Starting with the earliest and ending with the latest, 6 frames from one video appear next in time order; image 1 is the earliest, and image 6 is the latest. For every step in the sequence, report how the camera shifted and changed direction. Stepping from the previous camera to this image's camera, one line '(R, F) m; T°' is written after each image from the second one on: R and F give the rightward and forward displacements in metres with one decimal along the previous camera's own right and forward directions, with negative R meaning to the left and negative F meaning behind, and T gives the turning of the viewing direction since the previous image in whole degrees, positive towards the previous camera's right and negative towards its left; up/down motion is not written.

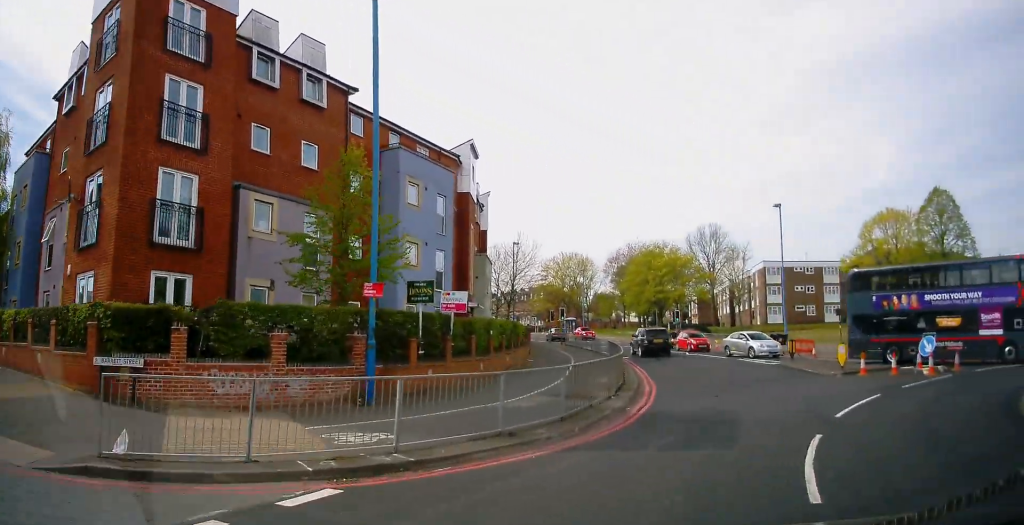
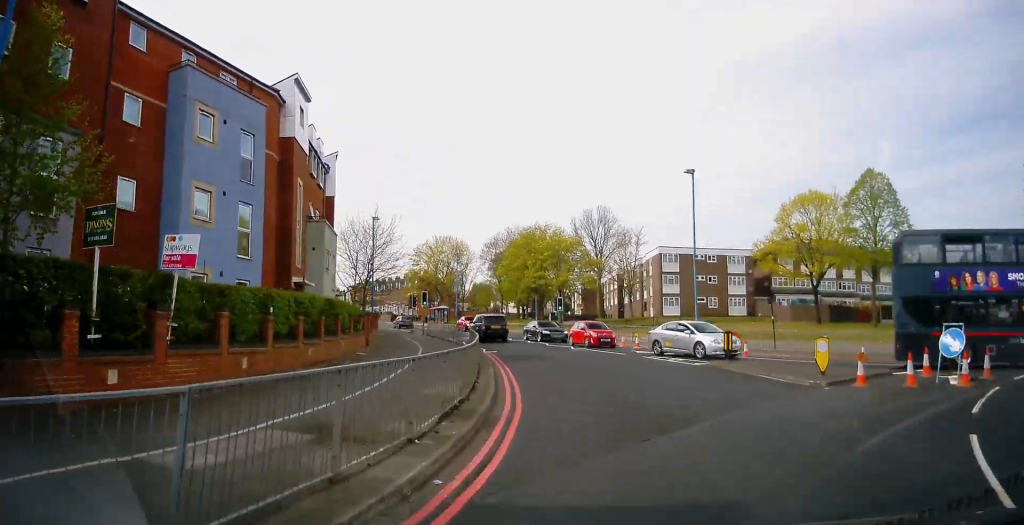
(+1.1, +7.8) m; +12°
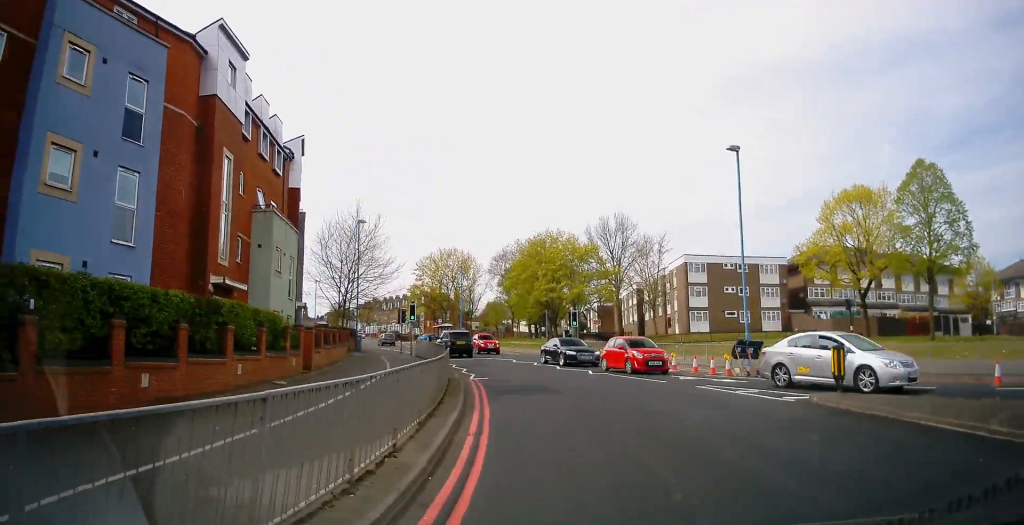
(+0.6, +7.4) m; +4°
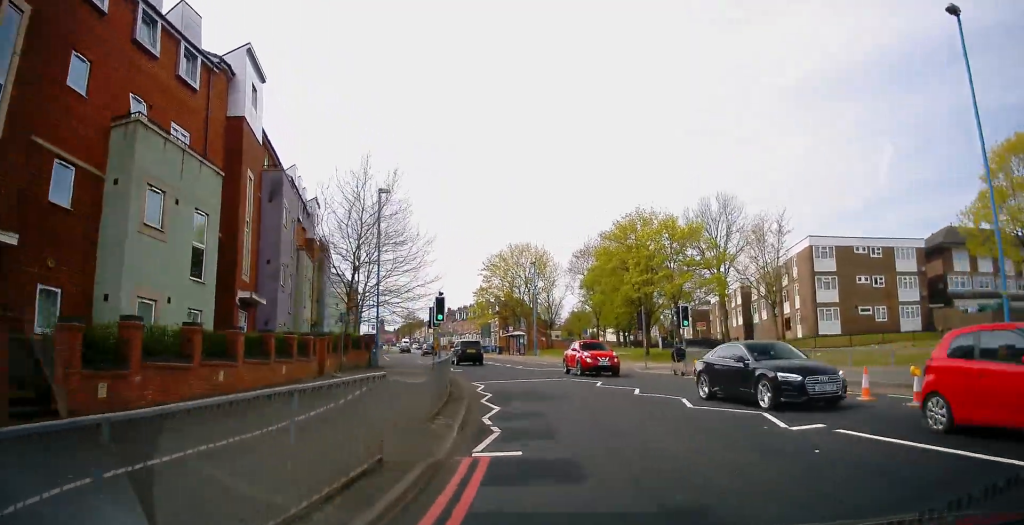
(-0.9, +13.6) m; -9°
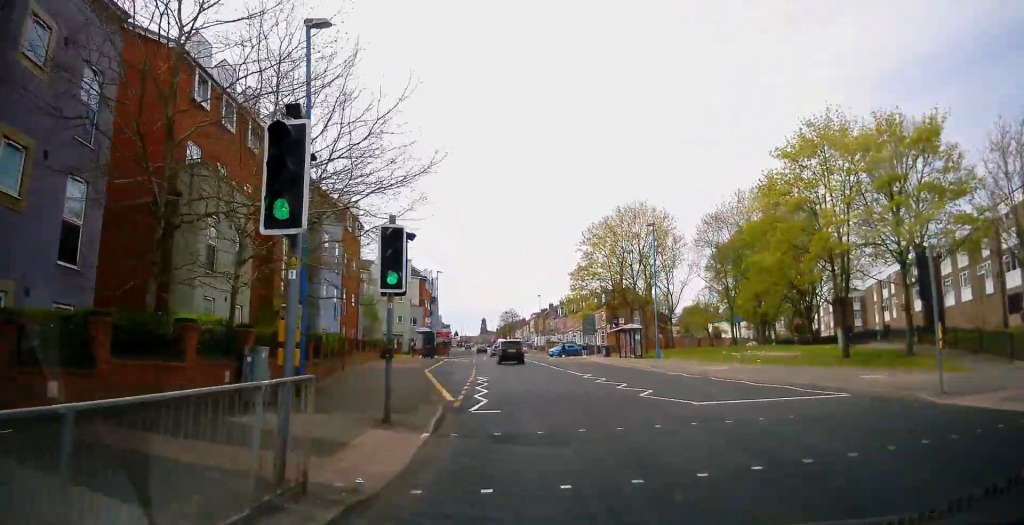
(-2.3, +20.3) m; -9°
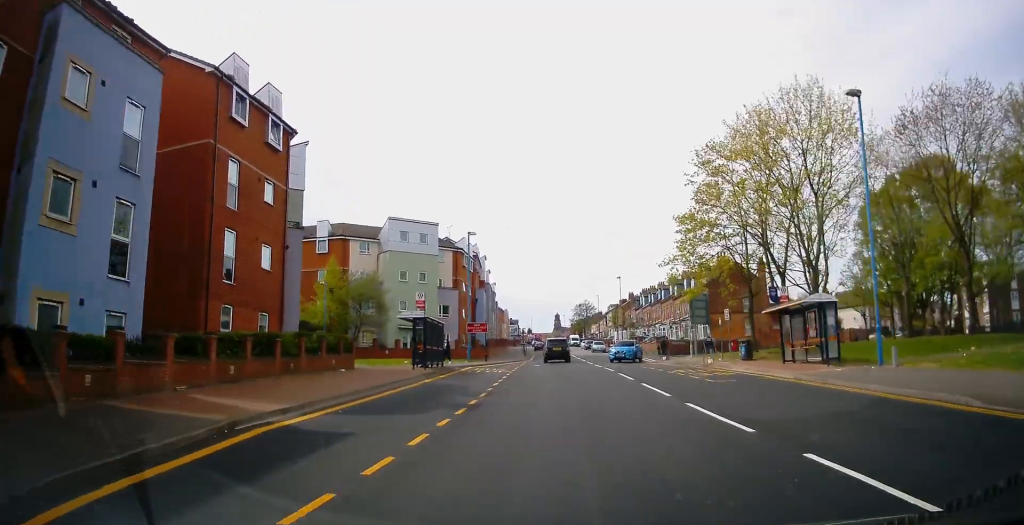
(-1.2, +24.4) m; -9°
